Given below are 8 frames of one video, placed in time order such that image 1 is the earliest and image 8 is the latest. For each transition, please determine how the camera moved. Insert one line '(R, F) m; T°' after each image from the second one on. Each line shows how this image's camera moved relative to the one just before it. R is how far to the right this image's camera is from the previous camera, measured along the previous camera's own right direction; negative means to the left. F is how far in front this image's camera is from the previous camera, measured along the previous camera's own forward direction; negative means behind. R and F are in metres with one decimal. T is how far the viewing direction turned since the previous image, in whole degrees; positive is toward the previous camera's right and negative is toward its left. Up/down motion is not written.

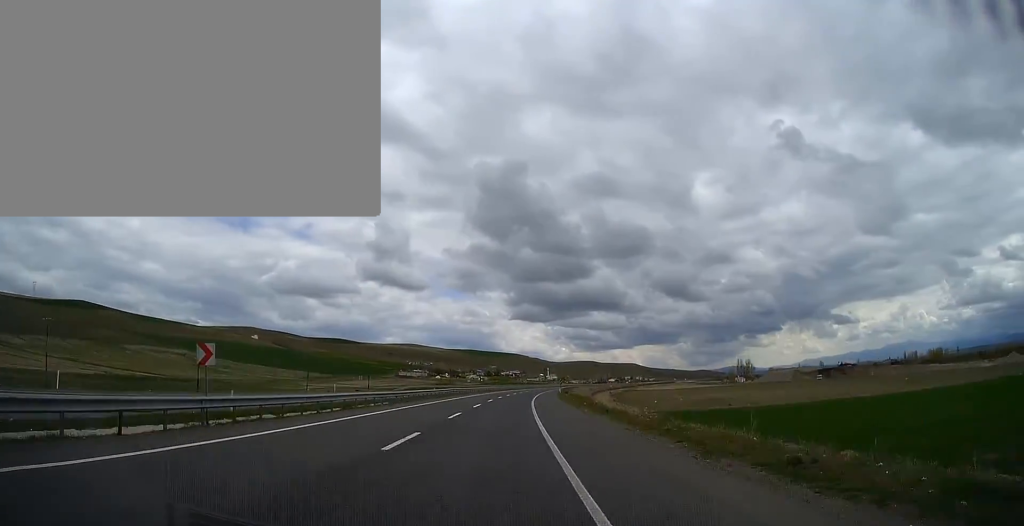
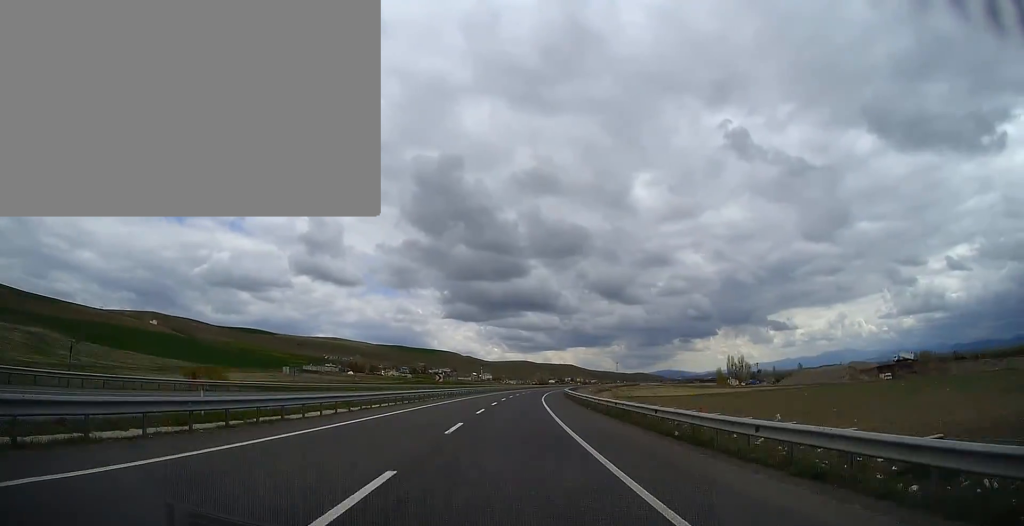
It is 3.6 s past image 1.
(+5.6, +103.3) m; +5°
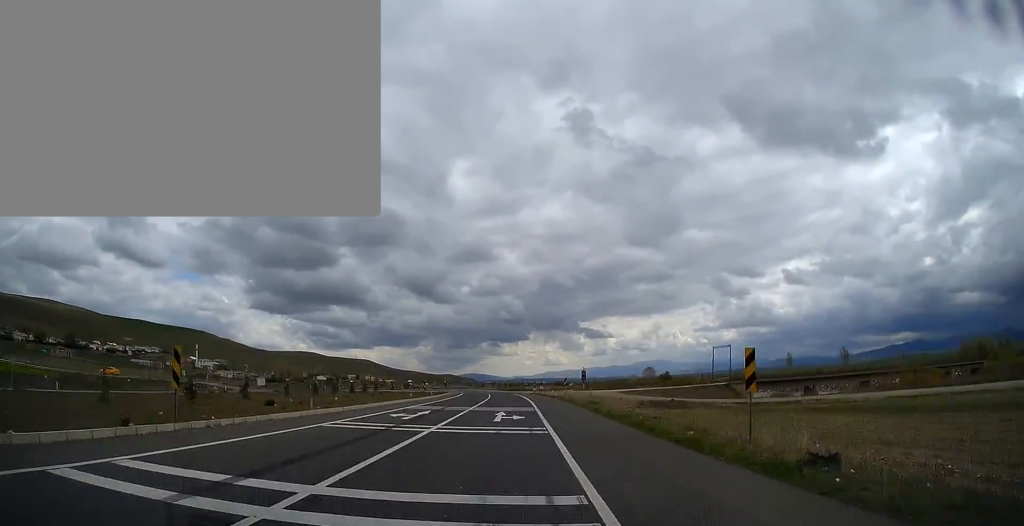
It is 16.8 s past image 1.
(+49.7, +364.0) m; +10°
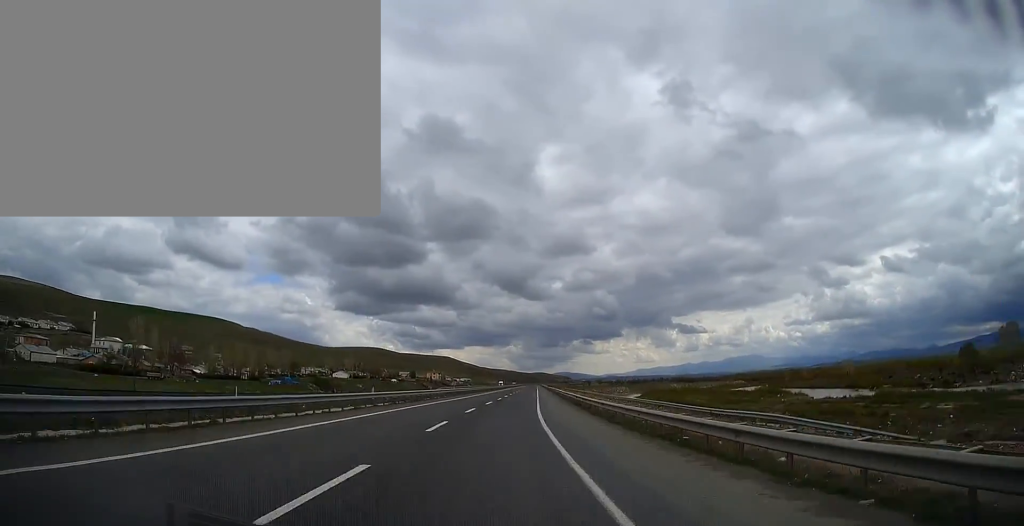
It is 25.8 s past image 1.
(-5.9, +231.1) m; -2°
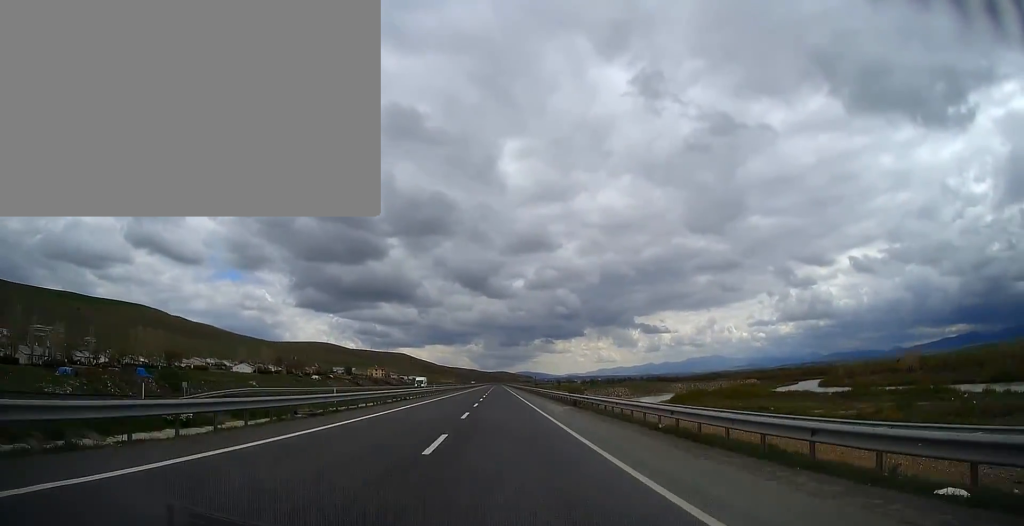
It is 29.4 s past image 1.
(+0.4, +82.8) m; +1°
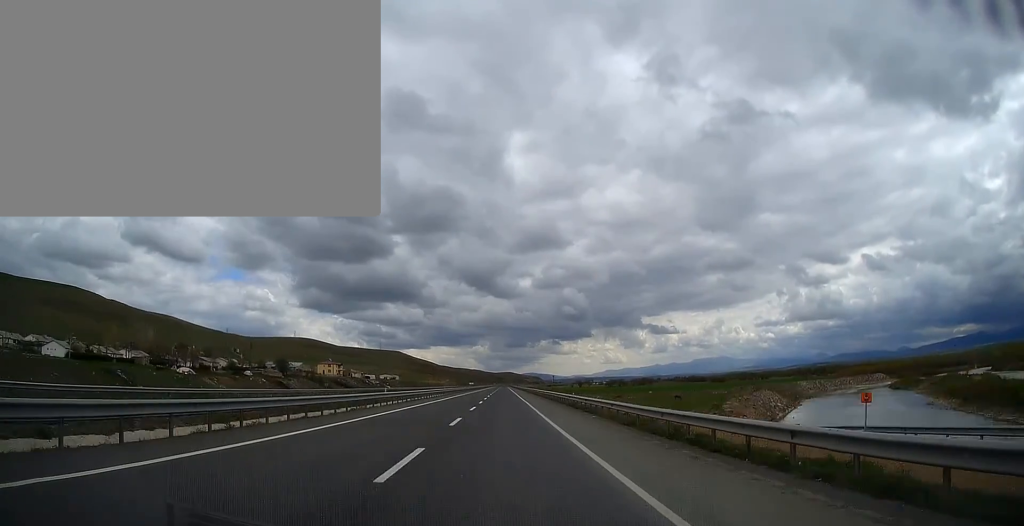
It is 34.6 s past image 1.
(+1.1, +105.9) m; +1°
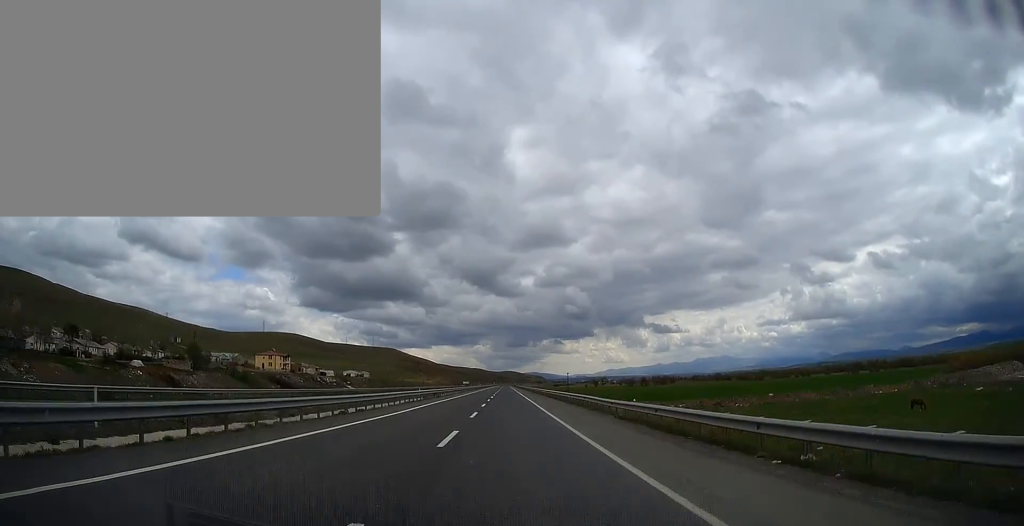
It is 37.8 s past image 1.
(+0.4, +70.3) m; 0°
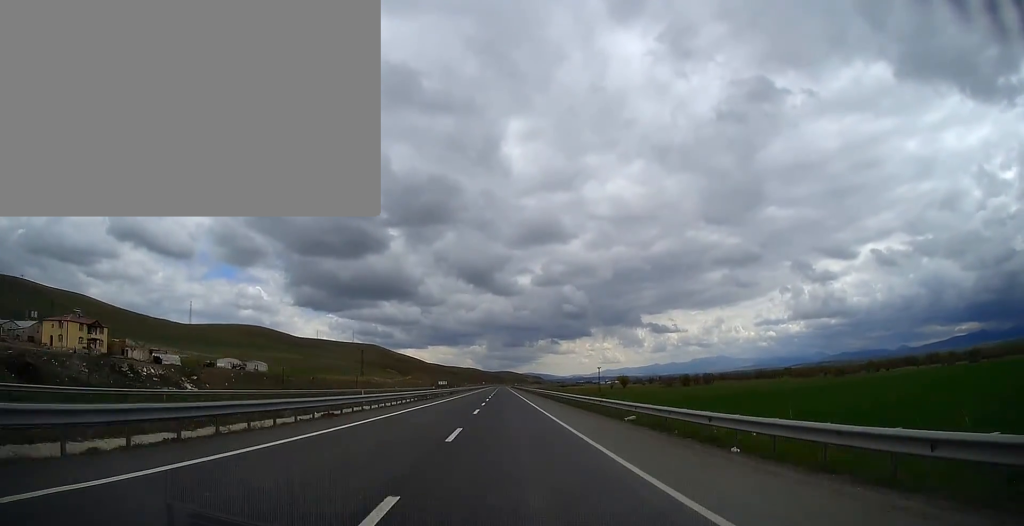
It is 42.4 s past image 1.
(-0.3, +160.8) m; 0°
